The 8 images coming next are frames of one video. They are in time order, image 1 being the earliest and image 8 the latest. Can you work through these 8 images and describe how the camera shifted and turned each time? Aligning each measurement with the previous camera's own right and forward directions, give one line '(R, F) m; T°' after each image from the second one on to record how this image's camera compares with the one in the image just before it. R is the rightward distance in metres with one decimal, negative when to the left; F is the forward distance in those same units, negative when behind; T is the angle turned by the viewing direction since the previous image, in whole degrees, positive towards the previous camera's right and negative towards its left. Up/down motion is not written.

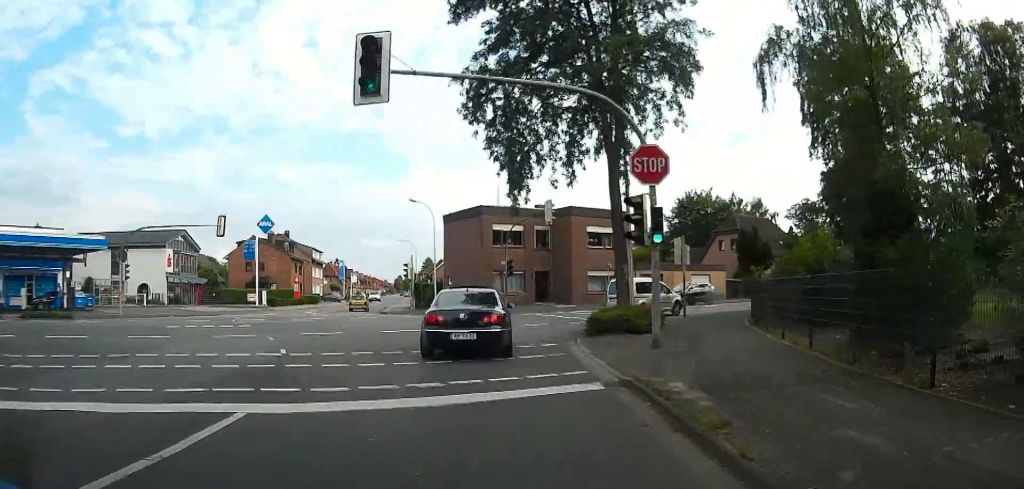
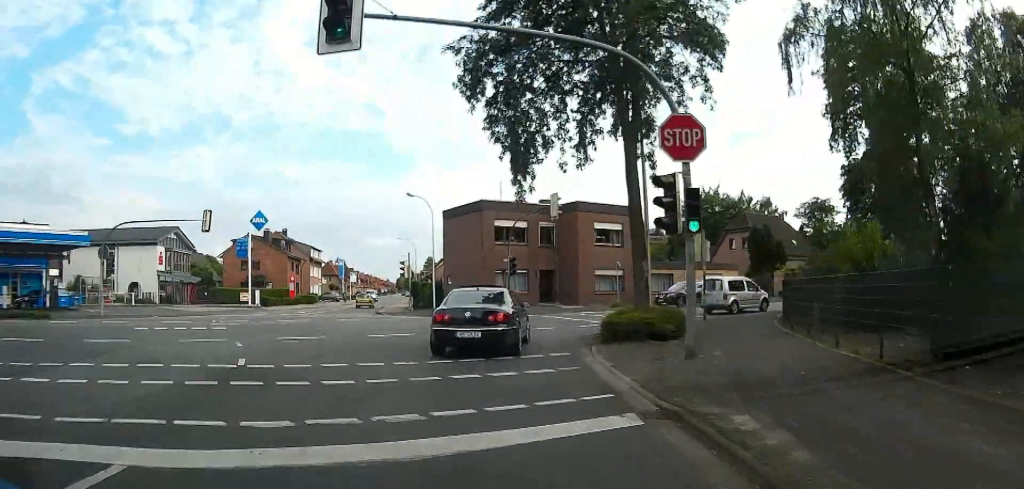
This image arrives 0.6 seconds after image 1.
(0.0, +2.5) m; -1°
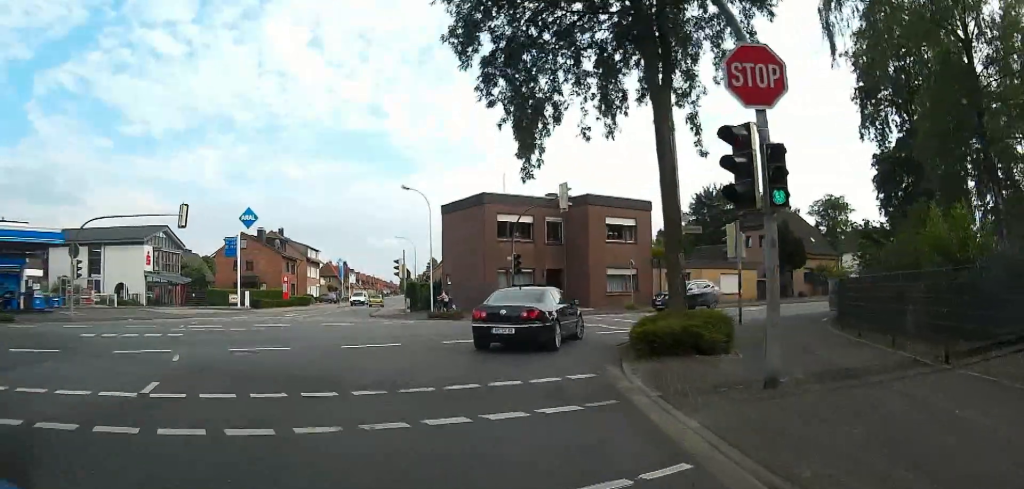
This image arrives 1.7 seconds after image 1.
(-0.1, +4.1) m; -2°
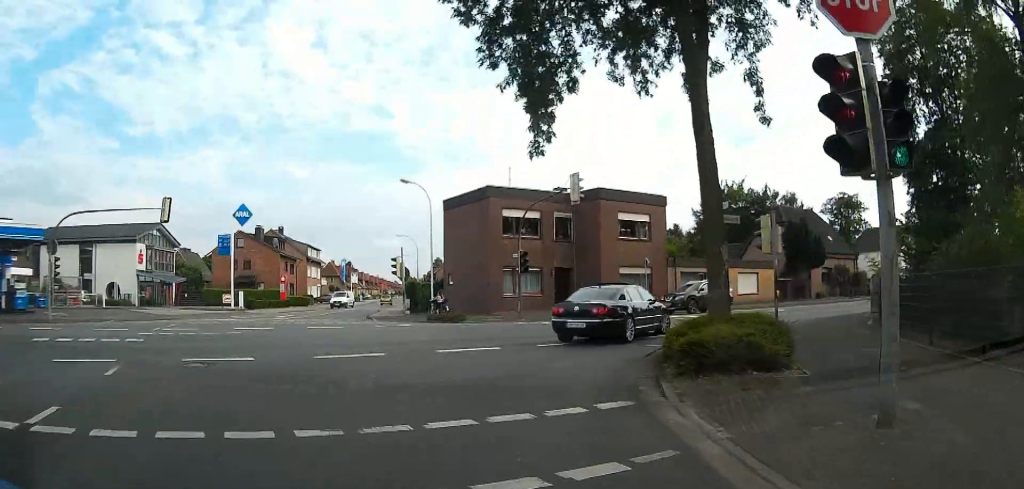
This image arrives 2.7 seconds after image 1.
(0.0, +3.4) m; -1°
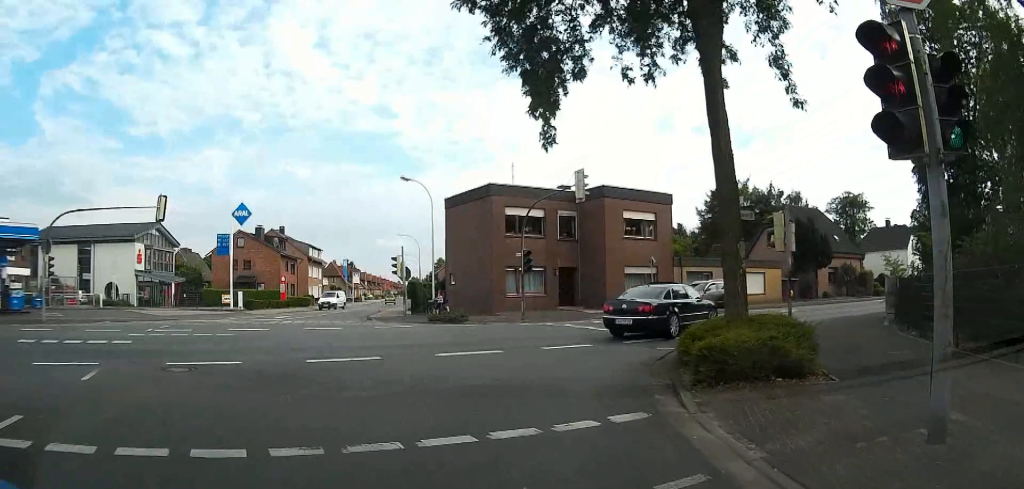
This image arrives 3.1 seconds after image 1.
(0.0, +1.2) m; 0°
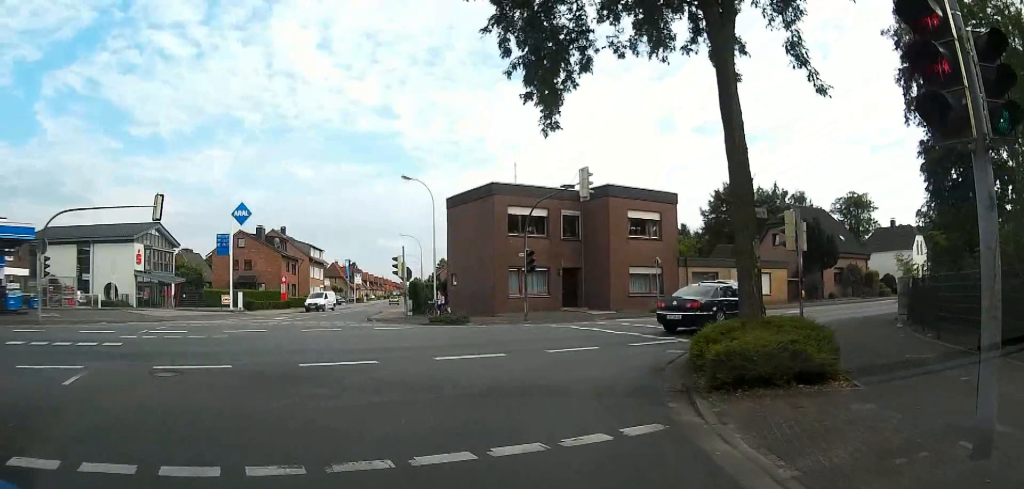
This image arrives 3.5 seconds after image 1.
(0.0, +1.0) m; 0°
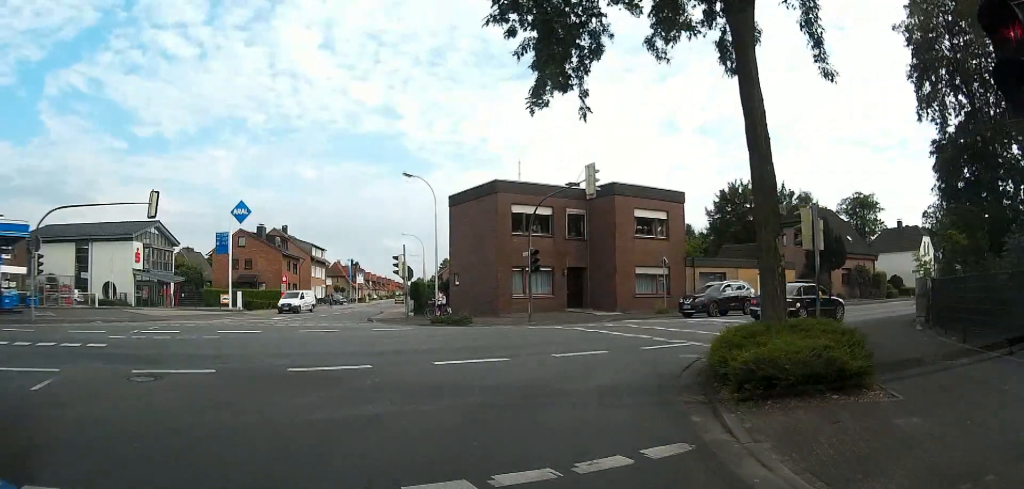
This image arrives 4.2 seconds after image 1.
(0.0, +1.2) m; +1°
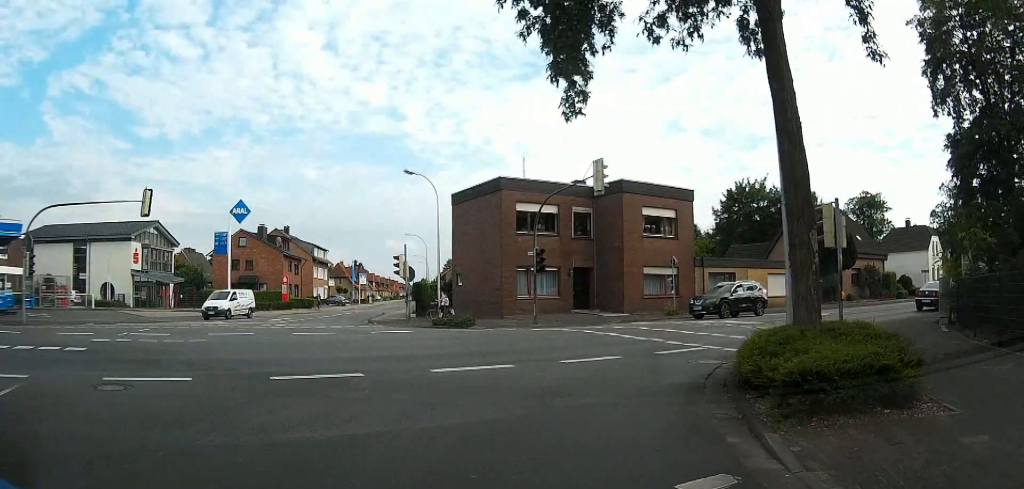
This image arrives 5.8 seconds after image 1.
(+0.1, +1.9) m; 0°
